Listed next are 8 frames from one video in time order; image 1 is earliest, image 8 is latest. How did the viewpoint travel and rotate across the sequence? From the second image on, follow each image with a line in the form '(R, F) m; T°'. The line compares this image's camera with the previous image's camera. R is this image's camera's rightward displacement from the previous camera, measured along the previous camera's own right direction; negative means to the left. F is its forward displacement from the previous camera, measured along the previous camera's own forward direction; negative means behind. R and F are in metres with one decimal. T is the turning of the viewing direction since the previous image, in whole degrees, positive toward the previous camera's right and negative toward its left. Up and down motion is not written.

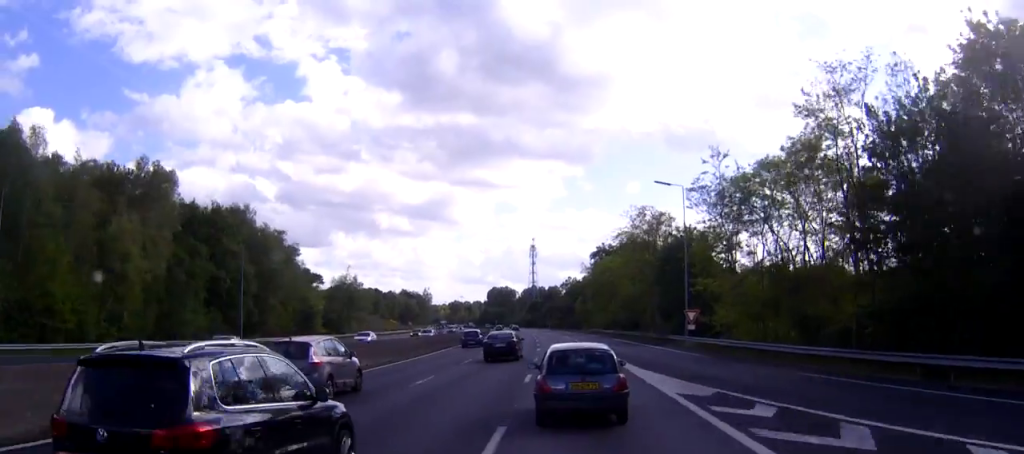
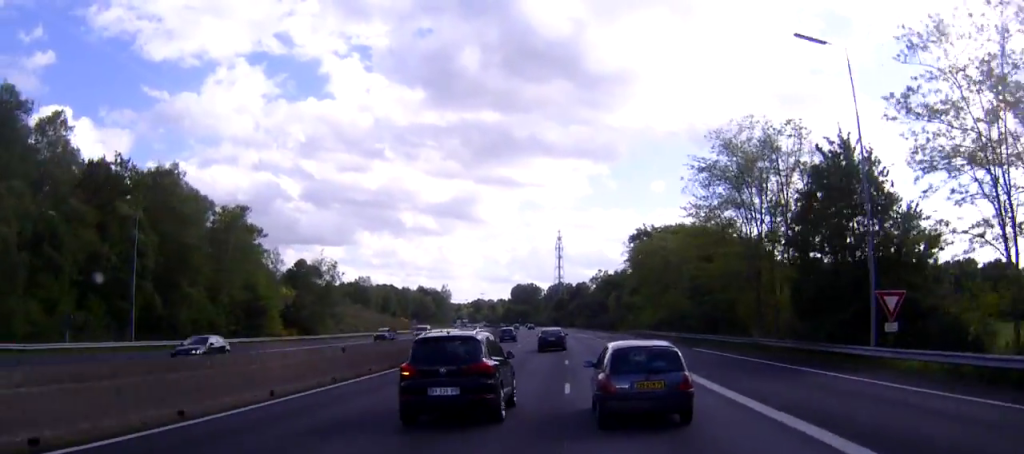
(-0.5, +30.1) m; -2°
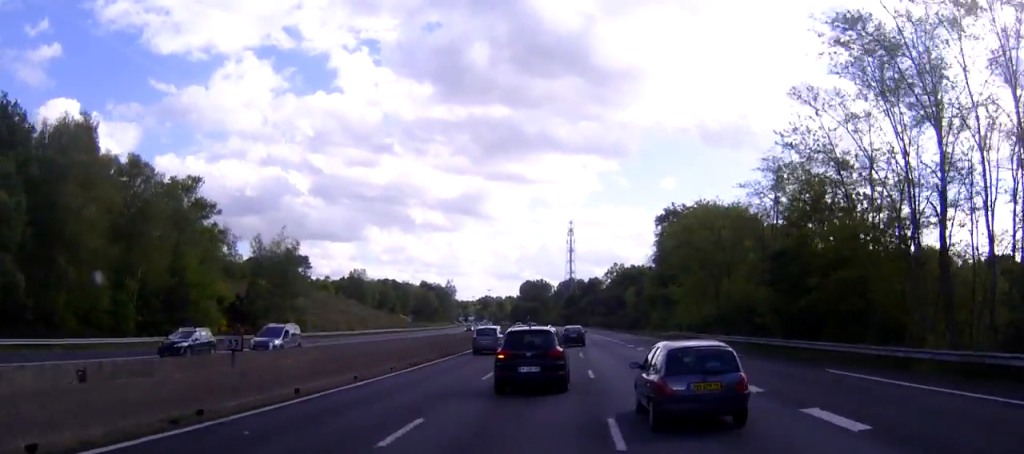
(-0.2, +20.8) m; -1°
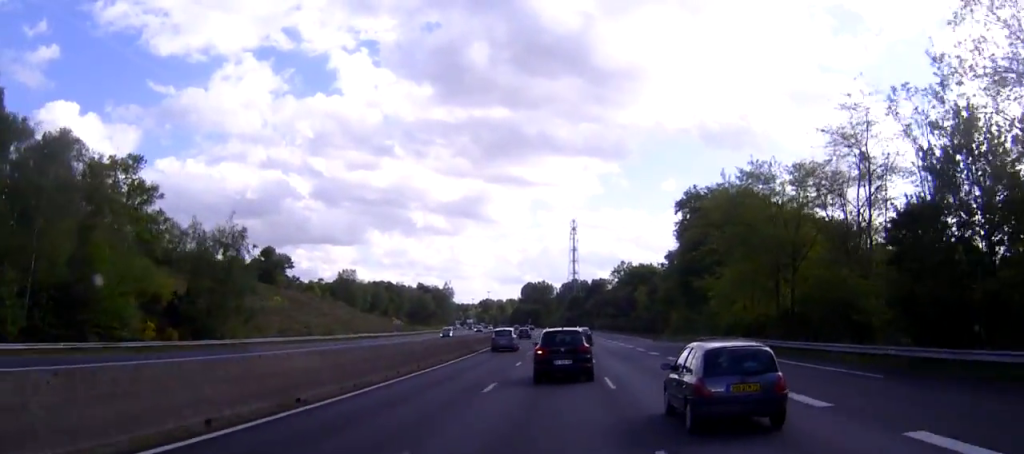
(-0.1, +16.4) m; 0°
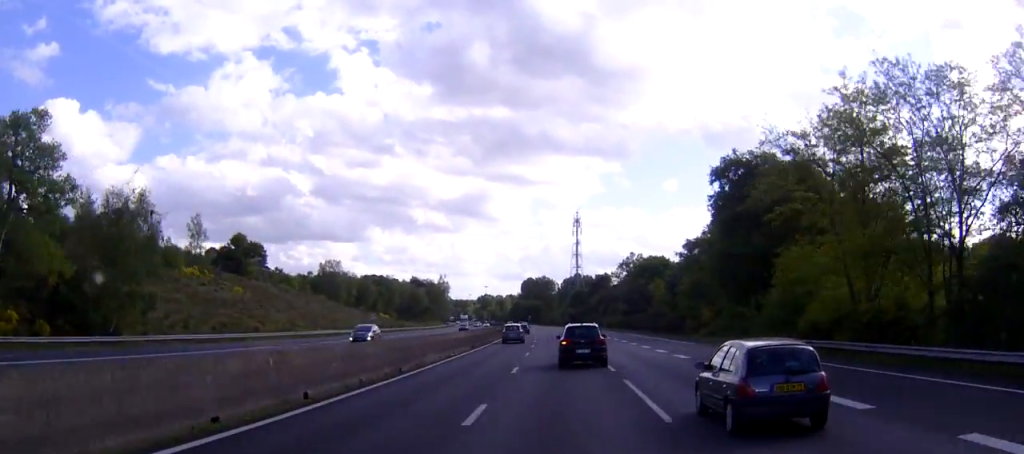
(0.0, +20.4) m; 0°
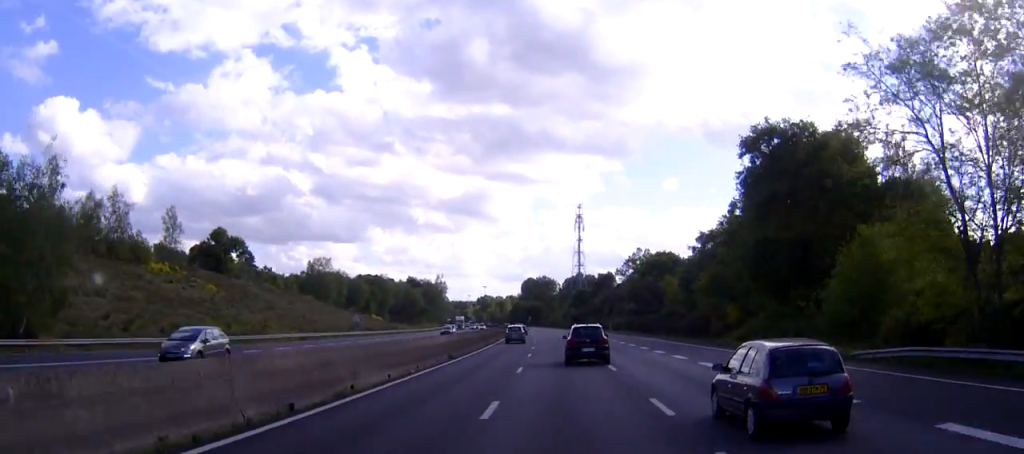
(0.0, +11.8) m; 0°
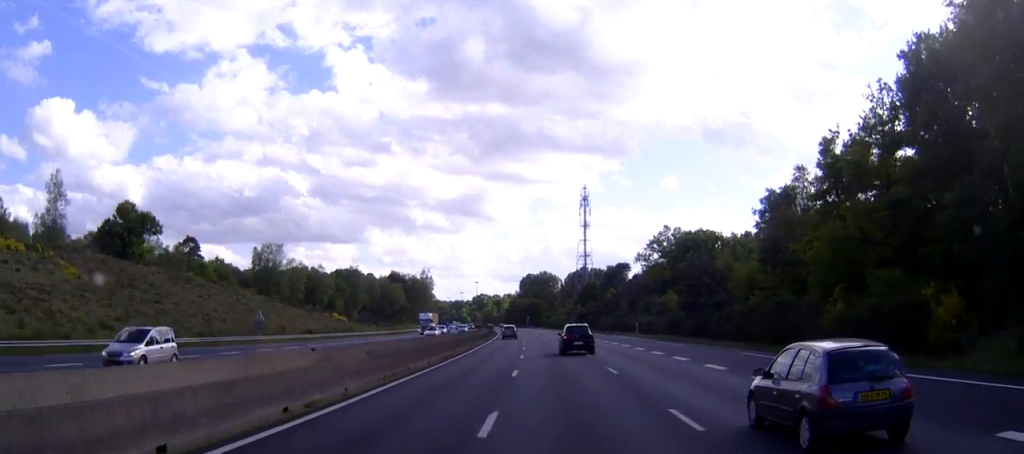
(-0.3, +40.6) m; 0°
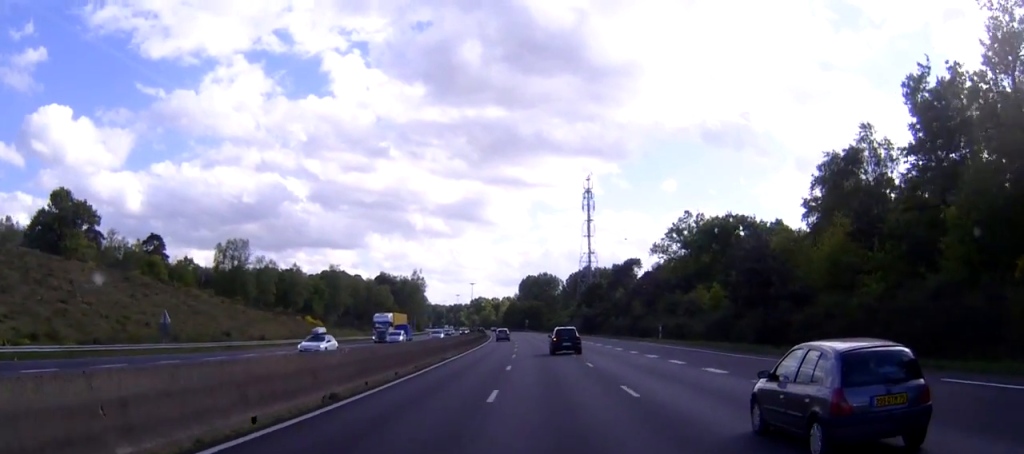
(0.0, +20.8) m; 0°
